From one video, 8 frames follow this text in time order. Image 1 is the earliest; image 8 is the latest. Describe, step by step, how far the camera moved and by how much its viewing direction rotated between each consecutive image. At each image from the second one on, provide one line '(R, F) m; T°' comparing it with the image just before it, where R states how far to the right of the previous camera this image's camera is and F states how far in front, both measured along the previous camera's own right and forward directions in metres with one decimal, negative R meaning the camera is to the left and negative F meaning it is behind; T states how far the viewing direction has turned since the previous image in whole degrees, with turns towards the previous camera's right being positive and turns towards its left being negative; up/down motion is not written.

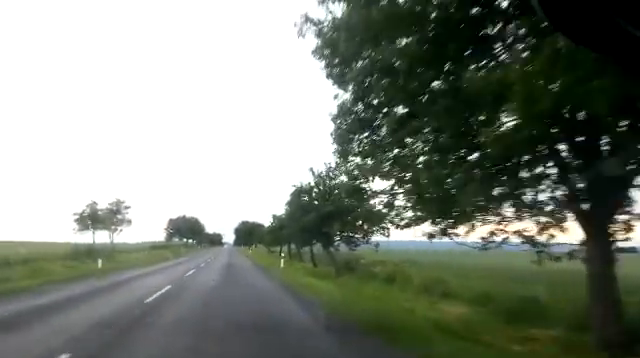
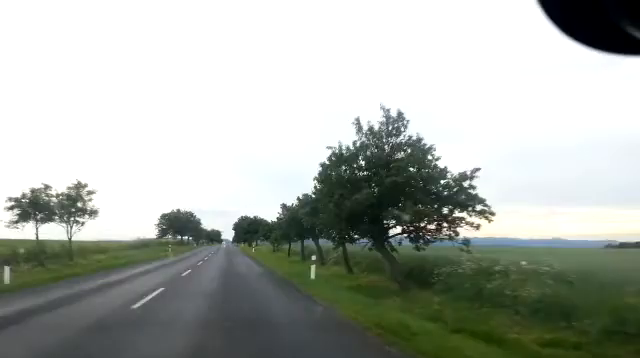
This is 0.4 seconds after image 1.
(0.0, +10.0) m; 0°
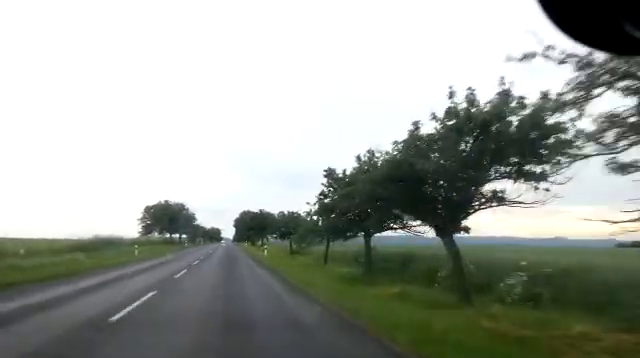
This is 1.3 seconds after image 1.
(-0.1, +19.3) m; 0°
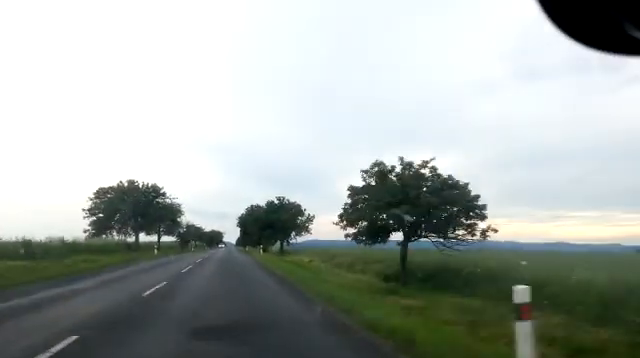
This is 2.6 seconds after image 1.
(+0.1, +31.4) m; 0°
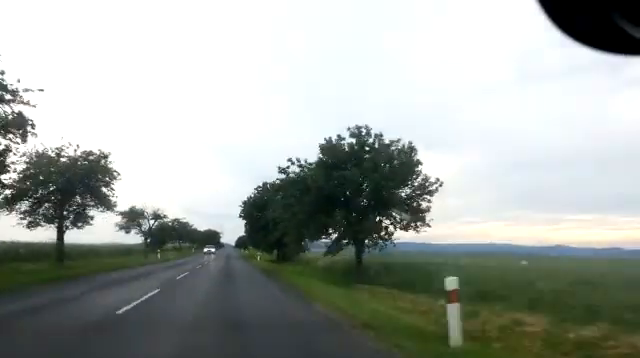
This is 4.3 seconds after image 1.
(-0.4, +37.1) m; 0°
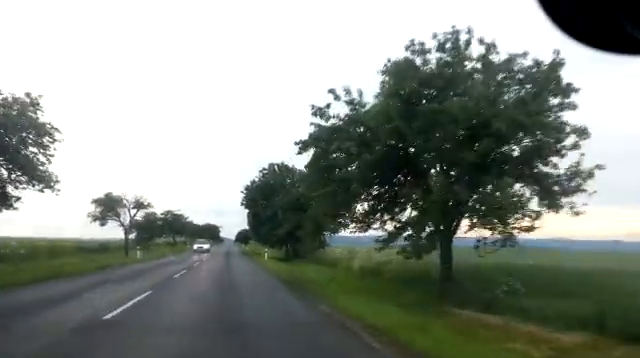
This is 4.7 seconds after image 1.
(+0.1, +9.8) m; 0°
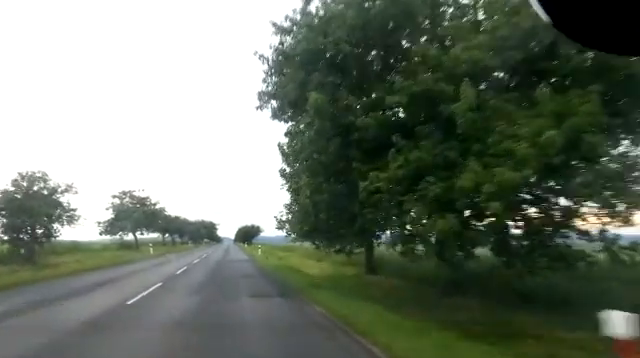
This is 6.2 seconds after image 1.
(-0.1, +33.0) m; 0°
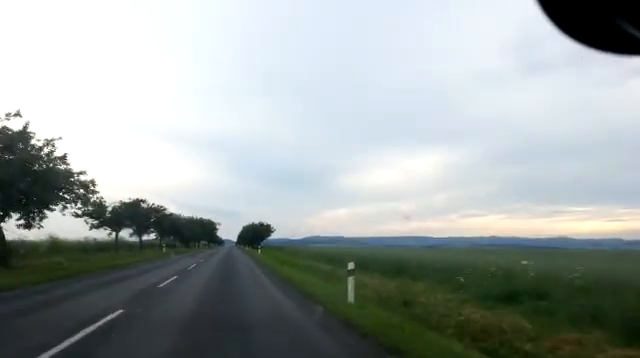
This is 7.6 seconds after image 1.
(0.0, +31.3) m; 0°
